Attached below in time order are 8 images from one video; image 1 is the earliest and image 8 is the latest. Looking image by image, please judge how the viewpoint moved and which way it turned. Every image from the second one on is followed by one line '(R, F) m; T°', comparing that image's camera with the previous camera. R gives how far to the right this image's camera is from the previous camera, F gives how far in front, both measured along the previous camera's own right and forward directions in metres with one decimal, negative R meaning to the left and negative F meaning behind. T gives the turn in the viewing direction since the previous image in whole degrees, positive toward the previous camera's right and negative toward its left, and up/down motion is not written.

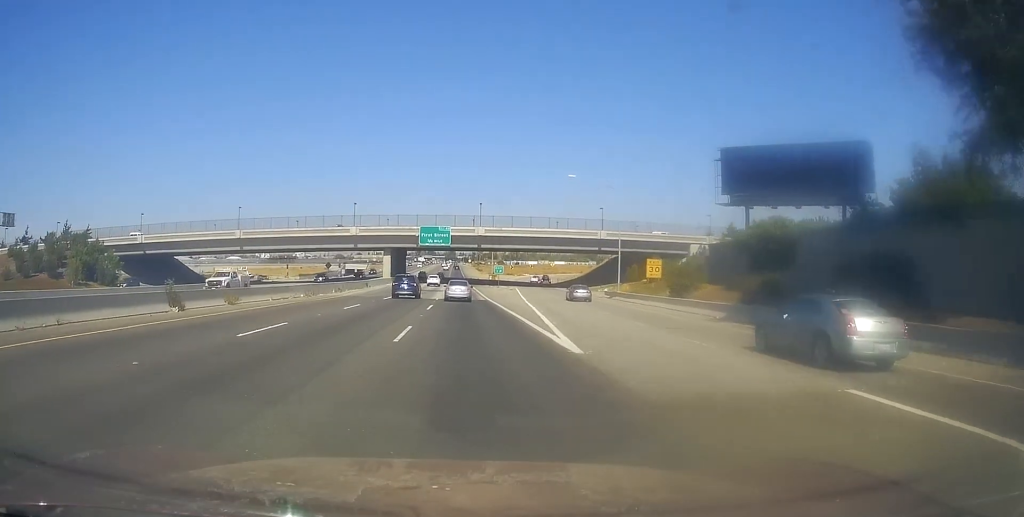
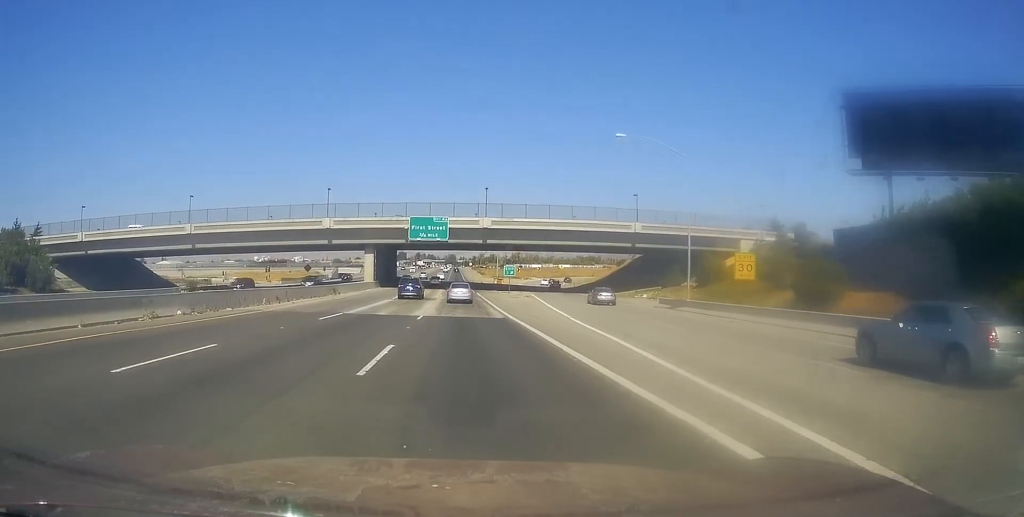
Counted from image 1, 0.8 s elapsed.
(+0.2, +19.0) m; 0°
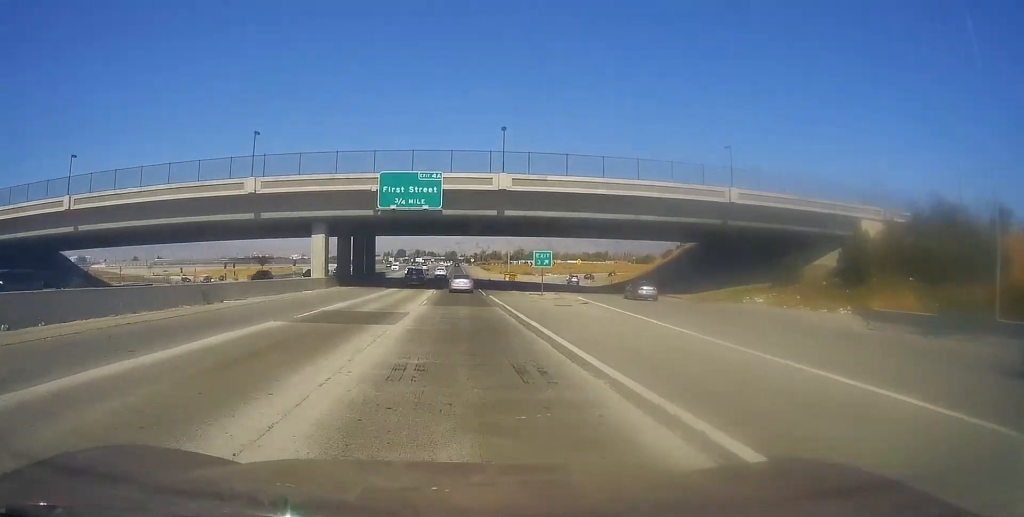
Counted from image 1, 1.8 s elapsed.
(-0.2, +27.8) m; -1°
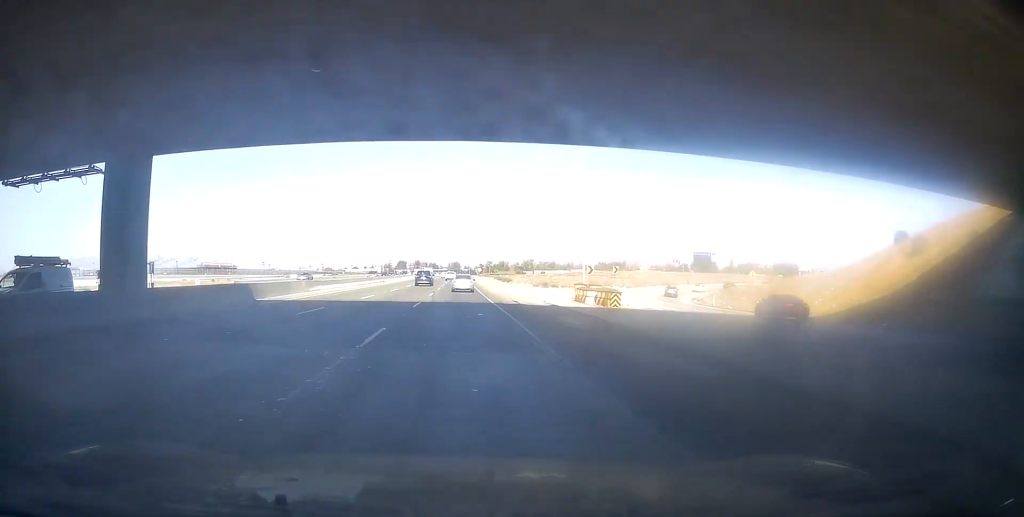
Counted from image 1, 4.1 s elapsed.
(+0.1, +59.5) m; 0°
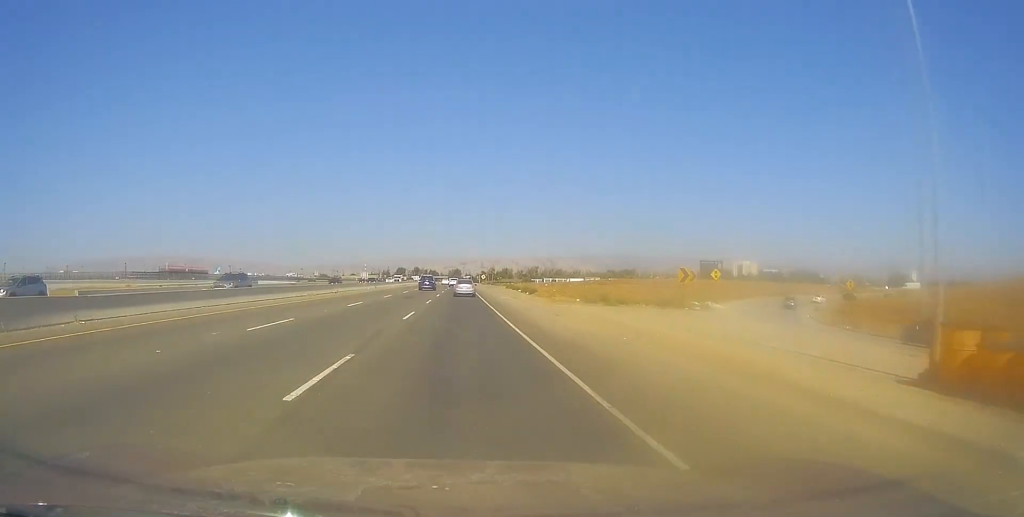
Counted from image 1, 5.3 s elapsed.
(+0.2, +33.2) m; 0°
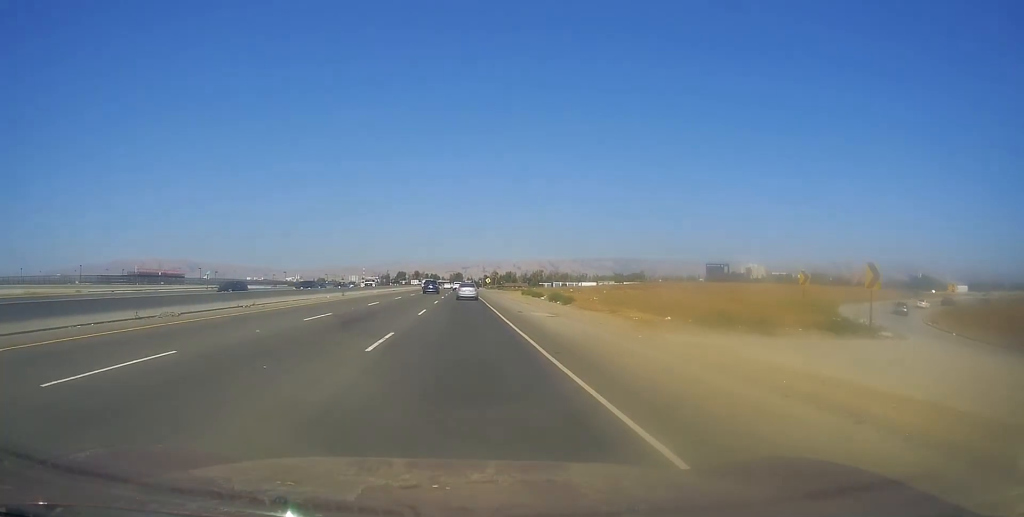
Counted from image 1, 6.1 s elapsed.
(-0.1, +23.1) m; 0°
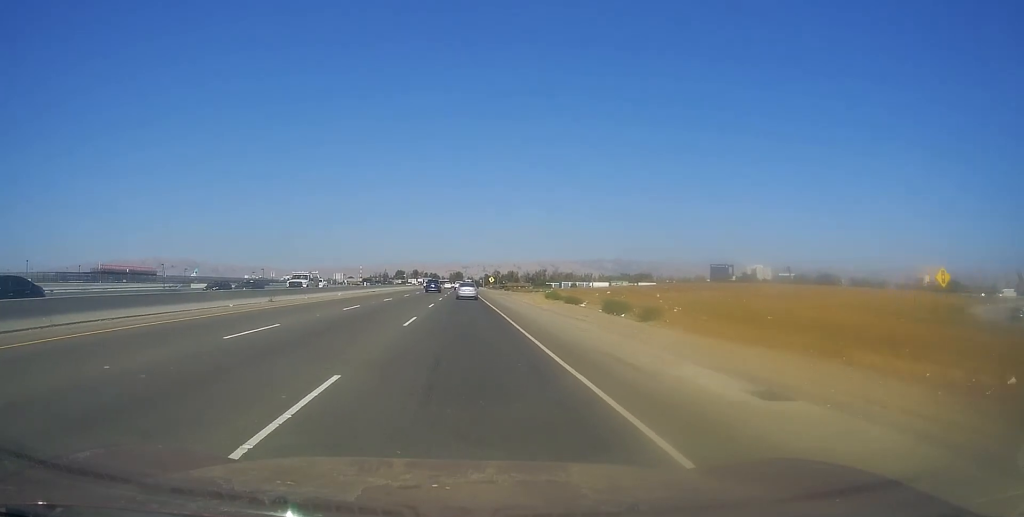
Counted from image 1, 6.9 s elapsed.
(0.0, +22.0) m; 0°
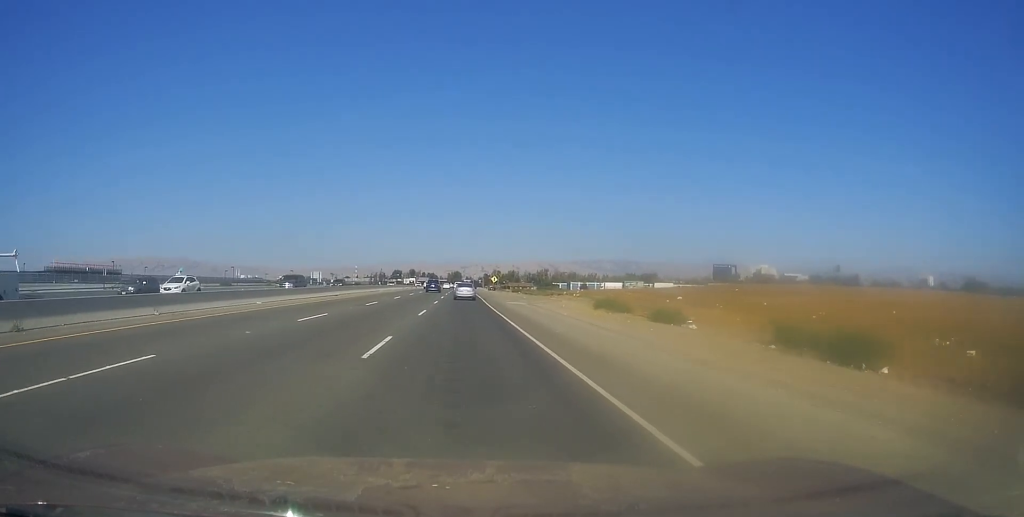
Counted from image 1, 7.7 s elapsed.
(0.0, +22.0) m; 0°
